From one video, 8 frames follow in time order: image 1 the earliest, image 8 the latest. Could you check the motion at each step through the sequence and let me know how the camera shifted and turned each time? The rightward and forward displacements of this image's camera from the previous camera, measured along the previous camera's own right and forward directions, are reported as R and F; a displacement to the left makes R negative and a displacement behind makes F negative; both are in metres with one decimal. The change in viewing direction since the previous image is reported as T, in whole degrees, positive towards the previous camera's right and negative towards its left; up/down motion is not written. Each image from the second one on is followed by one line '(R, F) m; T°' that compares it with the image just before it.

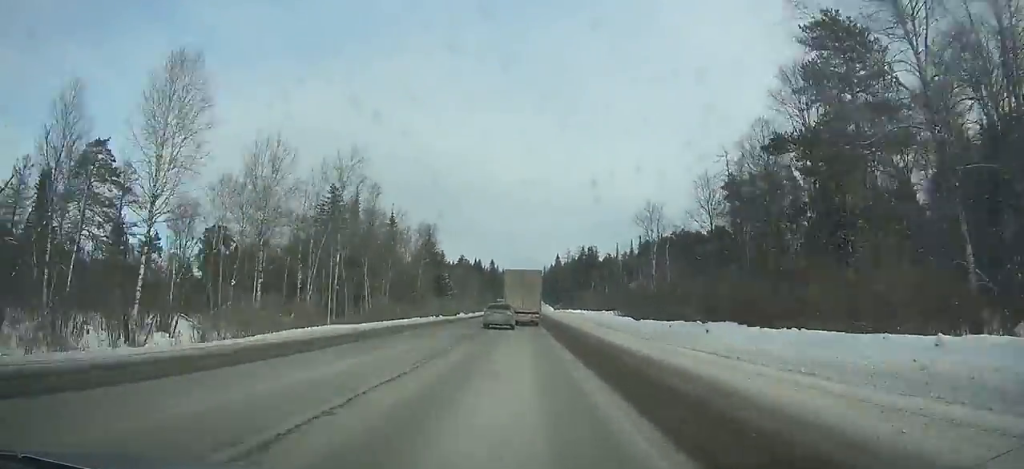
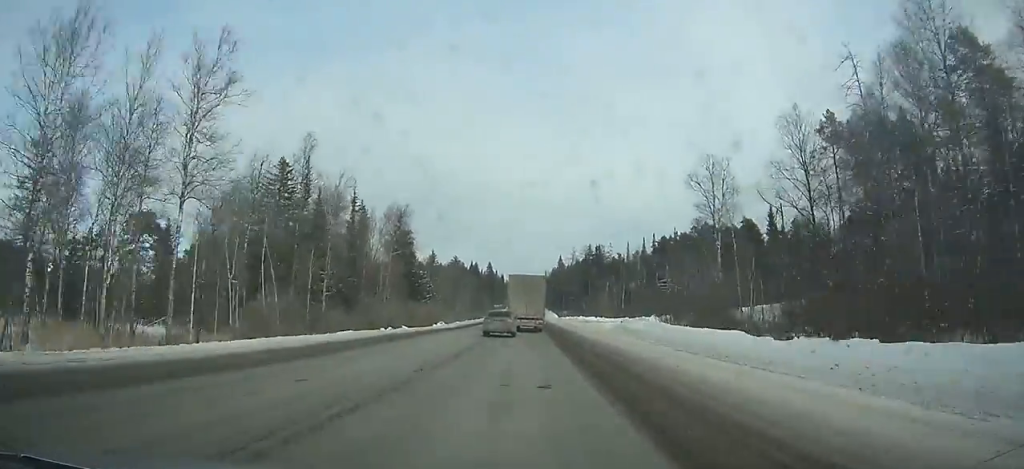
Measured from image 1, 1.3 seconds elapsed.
(0.0, +27.5) m; 0°
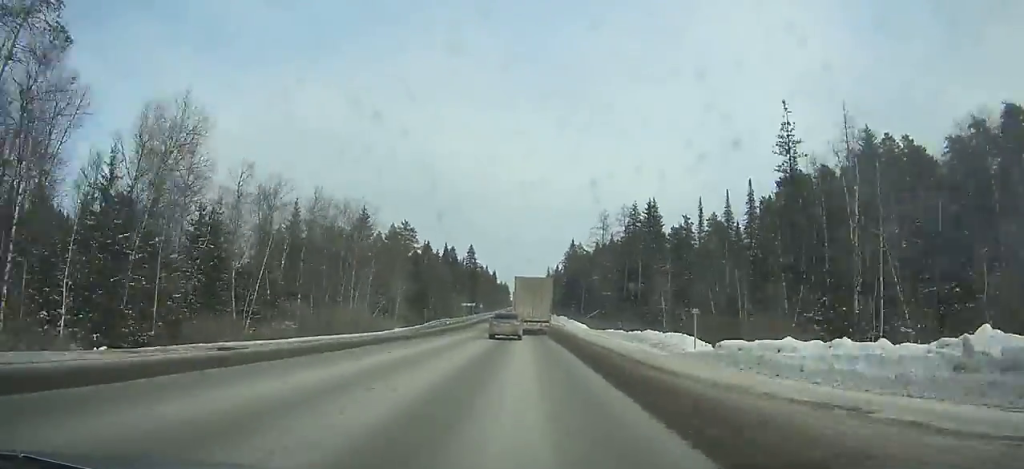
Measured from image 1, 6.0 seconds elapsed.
(+0.4, +96.8) m; 0°
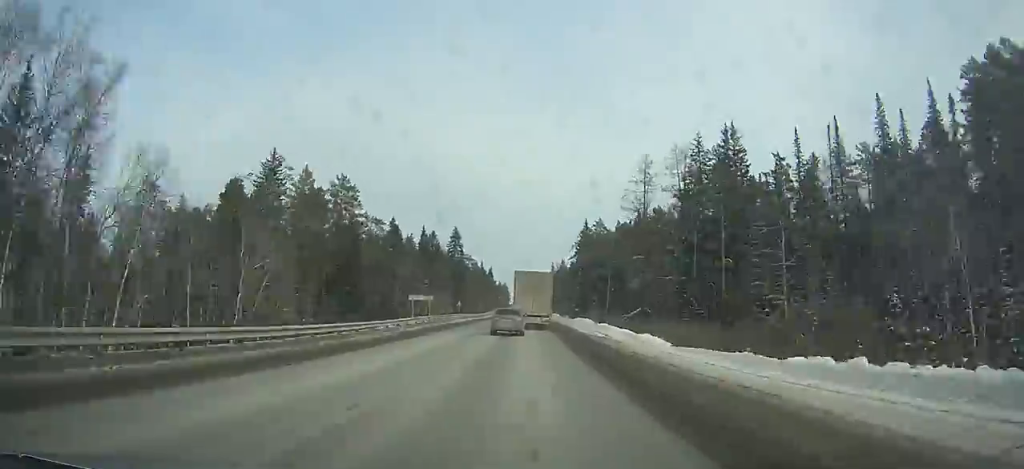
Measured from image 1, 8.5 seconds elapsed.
(+0.1, +50.1) m; 0°
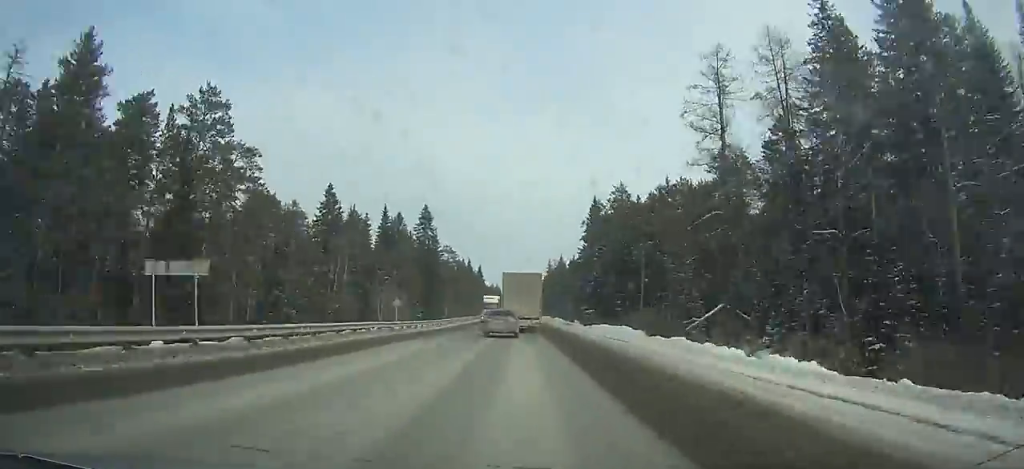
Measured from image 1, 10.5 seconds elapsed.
(+0.1, +39.3) m; 0°
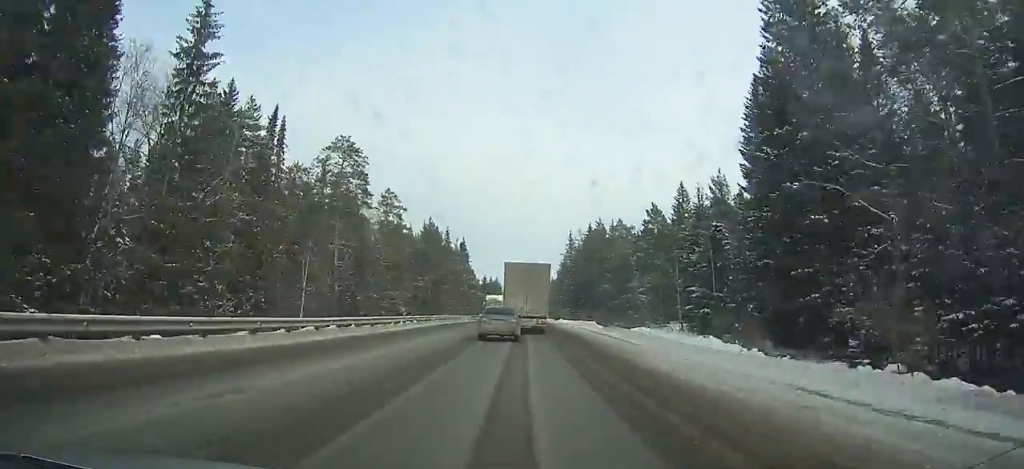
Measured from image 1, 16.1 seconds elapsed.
(-0.5, +104.7) m; 0°
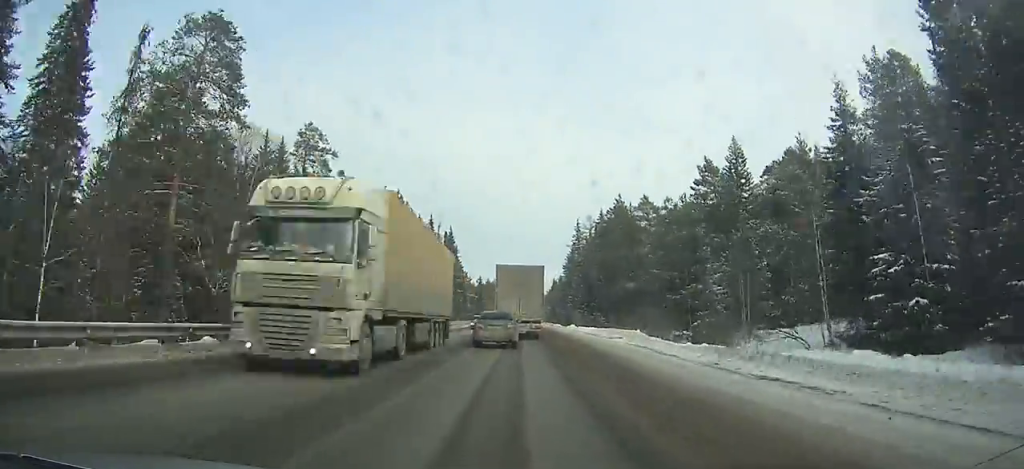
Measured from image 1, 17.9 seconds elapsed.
(+0.1, +31.3) m; 0°
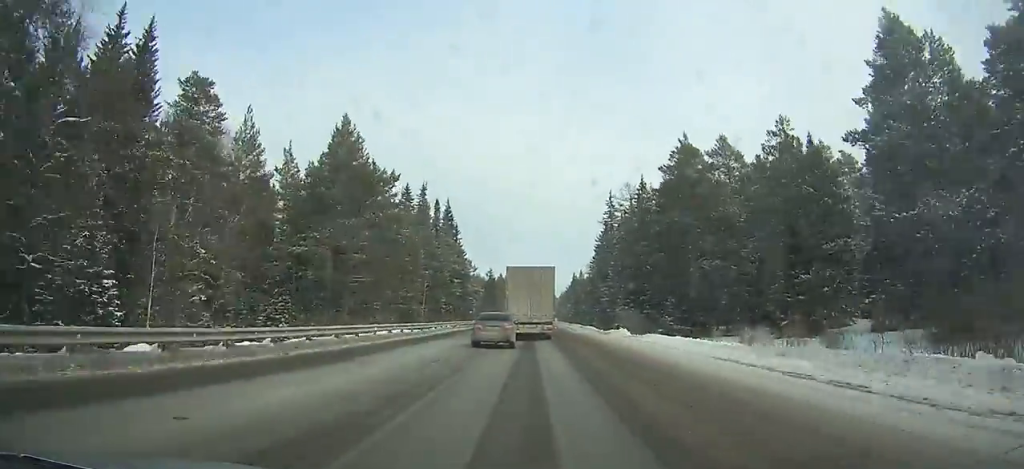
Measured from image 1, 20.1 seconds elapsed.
(0.0, +37.5) m; 0°
